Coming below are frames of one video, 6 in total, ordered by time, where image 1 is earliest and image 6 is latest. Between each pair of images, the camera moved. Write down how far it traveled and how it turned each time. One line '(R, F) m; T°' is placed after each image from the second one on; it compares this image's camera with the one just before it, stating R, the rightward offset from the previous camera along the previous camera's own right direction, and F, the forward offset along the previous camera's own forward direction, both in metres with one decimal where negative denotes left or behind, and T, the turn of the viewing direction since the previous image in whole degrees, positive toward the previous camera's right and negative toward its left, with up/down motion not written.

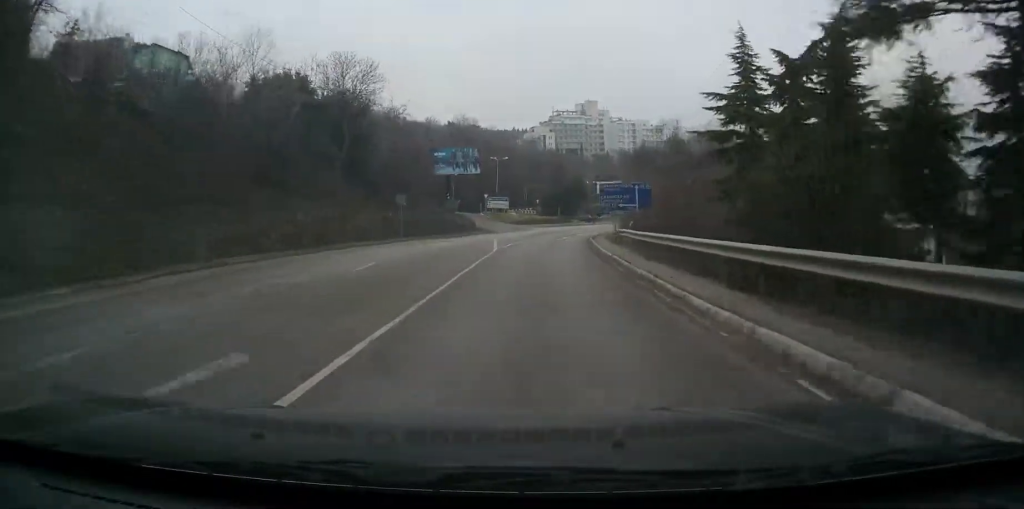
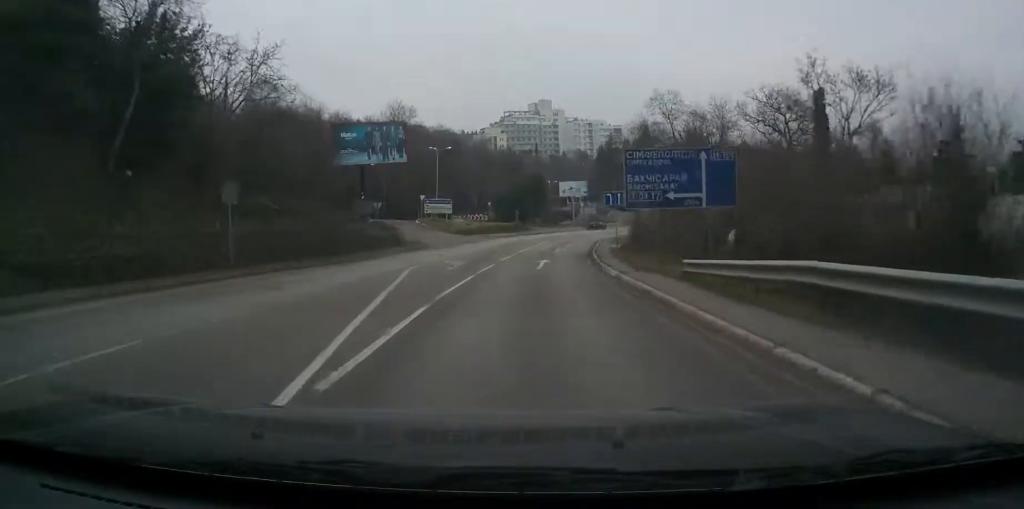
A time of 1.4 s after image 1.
(+0.7, +22.6) m; +5°
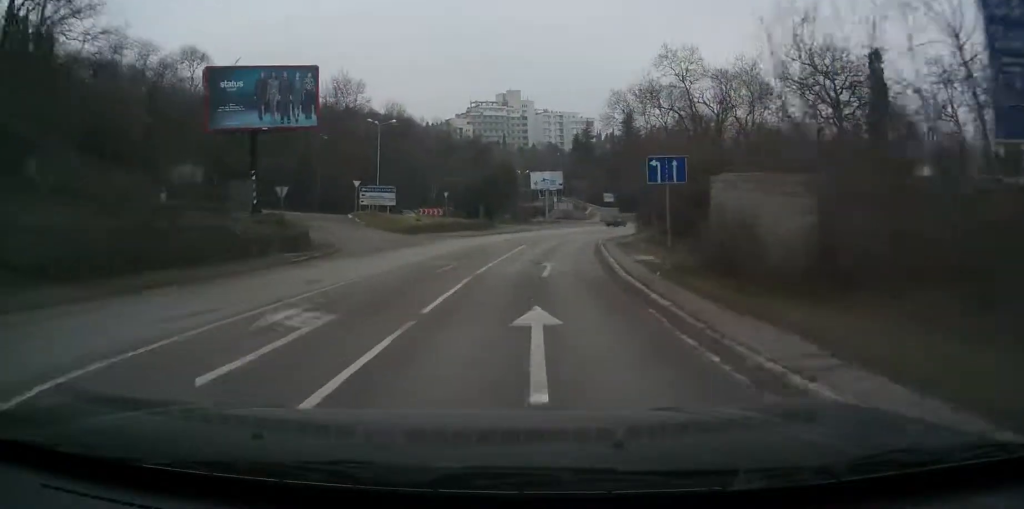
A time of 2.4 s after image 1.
(+0.1, +17.0) m; +2°
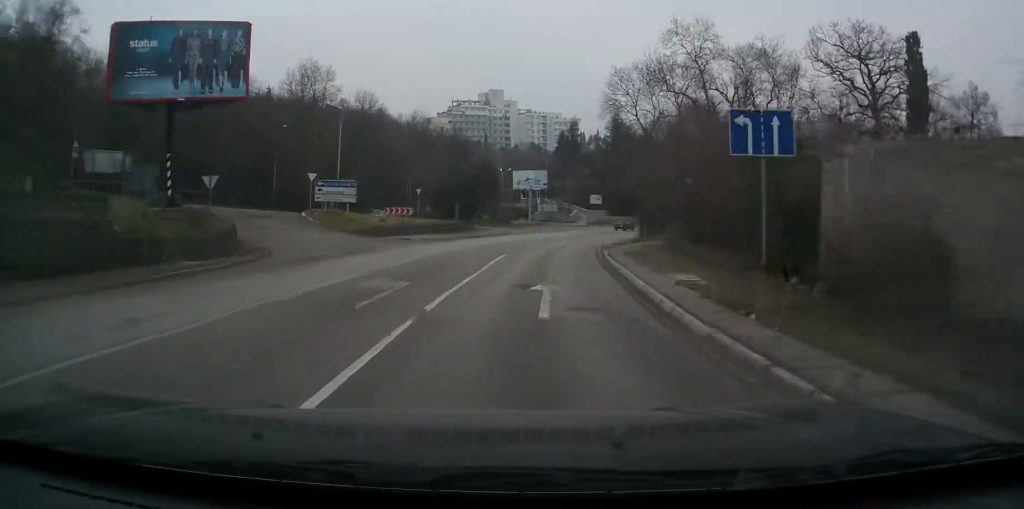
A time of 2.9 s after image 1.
(+0.2, +7.7) m; +2°
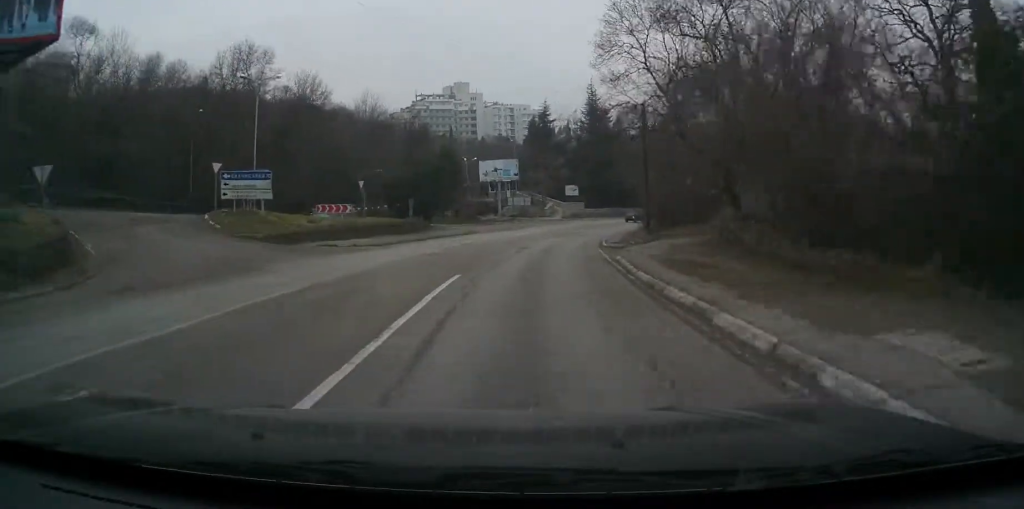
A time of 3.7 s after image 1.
(+0.3, +11.2) m; +4°
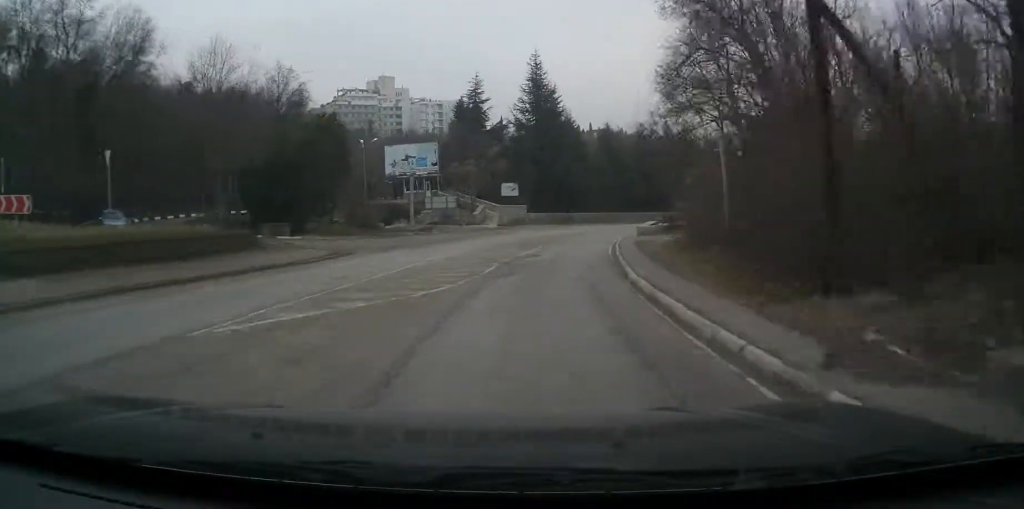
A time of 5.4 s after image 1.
(+2.3, +25.5) m; +8°
